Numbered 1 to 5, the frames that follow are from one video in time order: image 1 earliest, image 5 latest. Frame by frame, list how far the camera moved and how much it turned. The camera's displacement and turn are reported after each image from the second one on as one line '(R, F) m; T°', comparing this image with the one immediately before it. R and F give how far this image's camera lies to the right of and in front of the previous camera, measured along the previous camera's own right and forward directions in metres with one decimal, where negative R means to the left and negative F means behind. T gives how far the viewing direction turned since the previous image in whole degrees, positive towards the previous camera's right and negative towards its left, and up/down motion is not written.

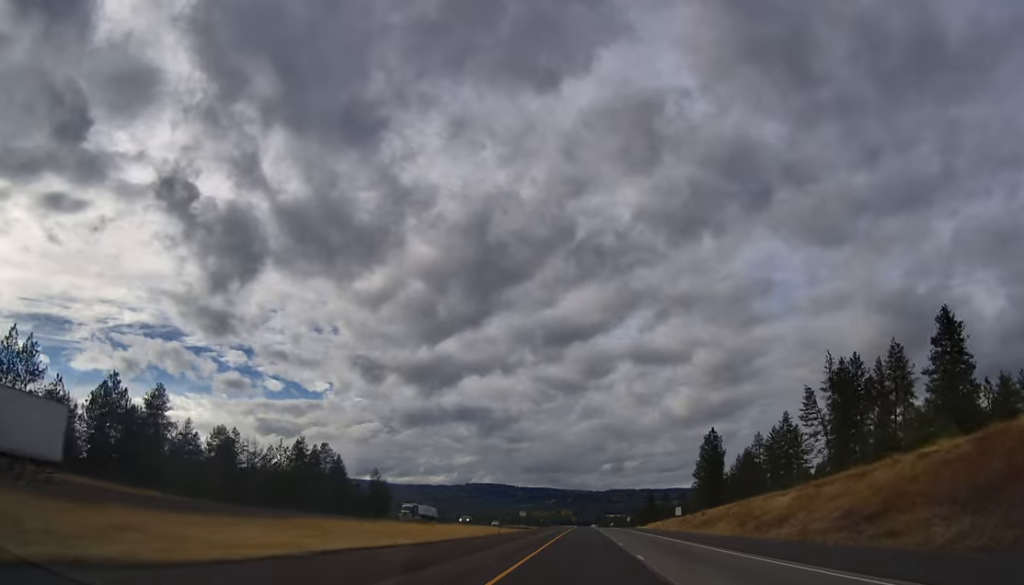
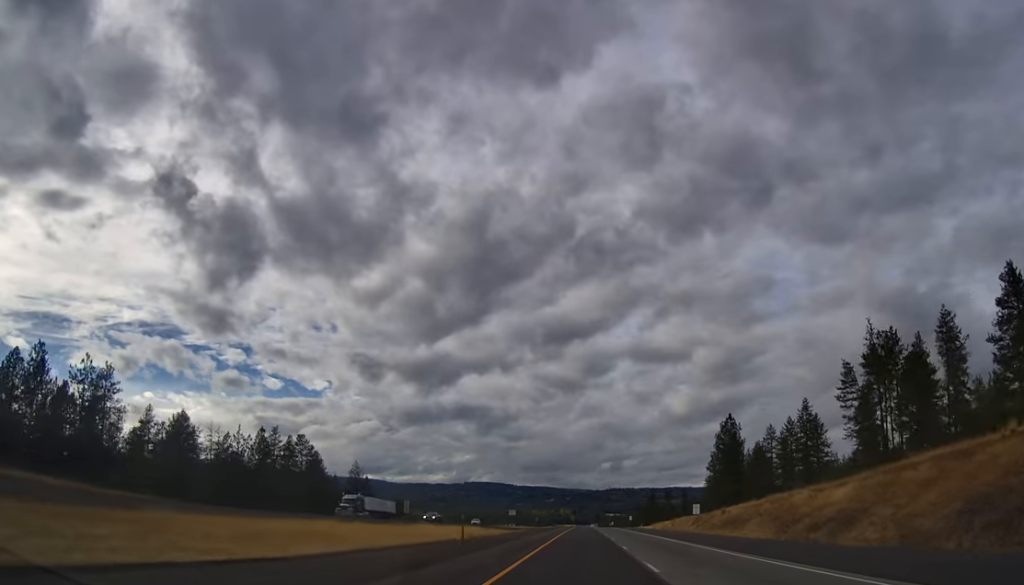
(0.0, +15.8) m; 0°
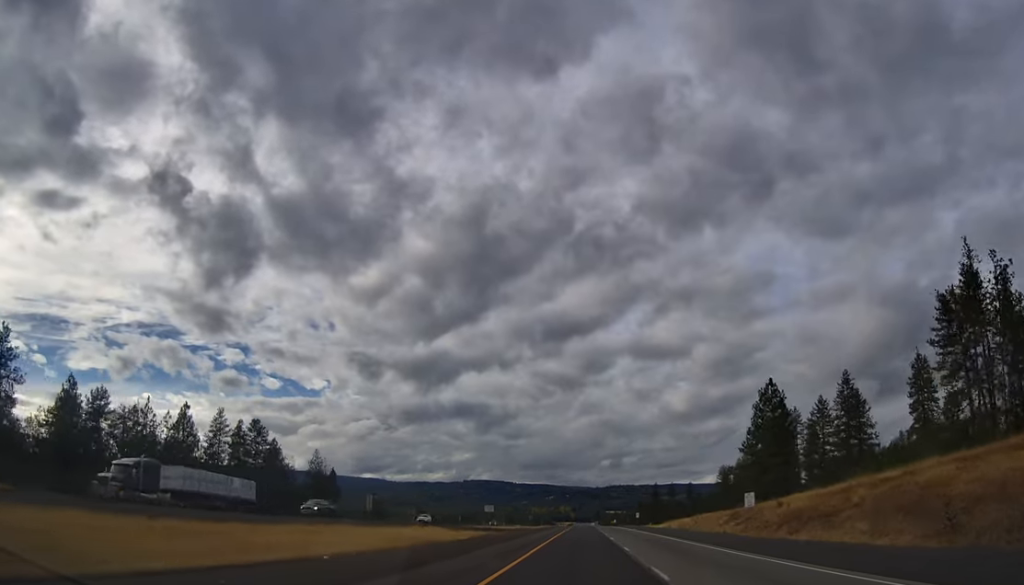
(0.0, +27.6) m; 0°
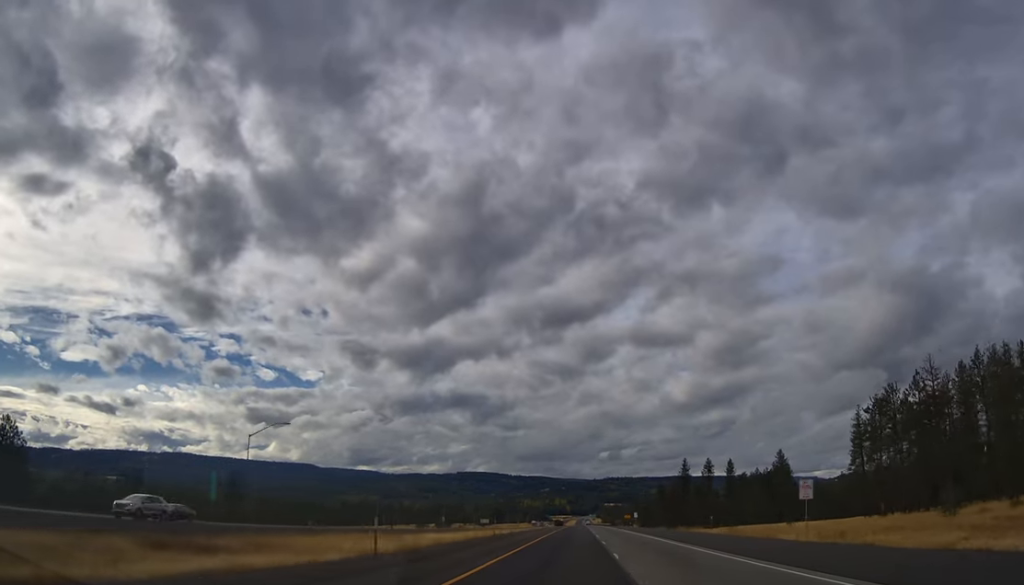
(+1.1, +146.6) m; +1°
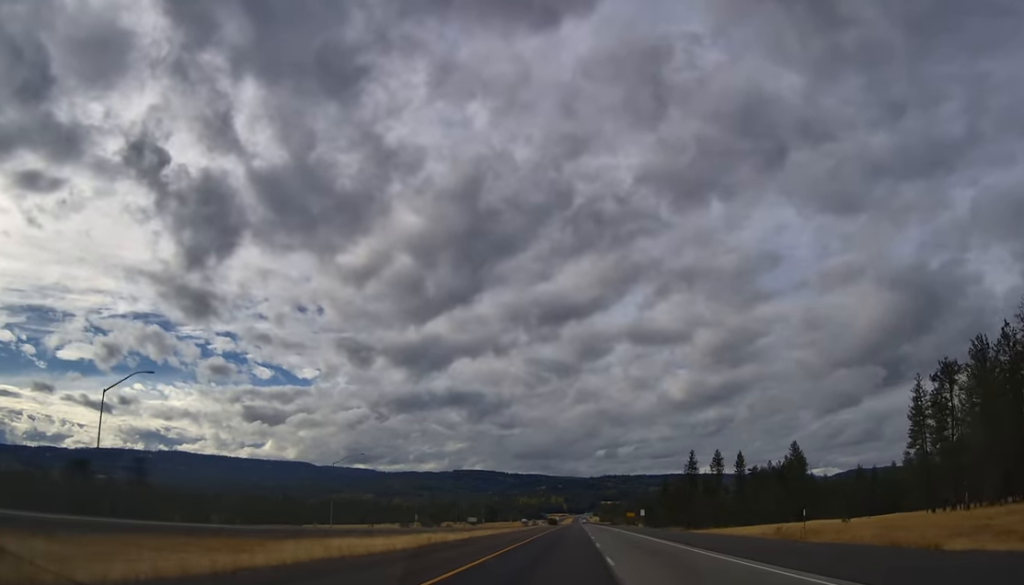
(+0.2, +28.3) m; 0°
